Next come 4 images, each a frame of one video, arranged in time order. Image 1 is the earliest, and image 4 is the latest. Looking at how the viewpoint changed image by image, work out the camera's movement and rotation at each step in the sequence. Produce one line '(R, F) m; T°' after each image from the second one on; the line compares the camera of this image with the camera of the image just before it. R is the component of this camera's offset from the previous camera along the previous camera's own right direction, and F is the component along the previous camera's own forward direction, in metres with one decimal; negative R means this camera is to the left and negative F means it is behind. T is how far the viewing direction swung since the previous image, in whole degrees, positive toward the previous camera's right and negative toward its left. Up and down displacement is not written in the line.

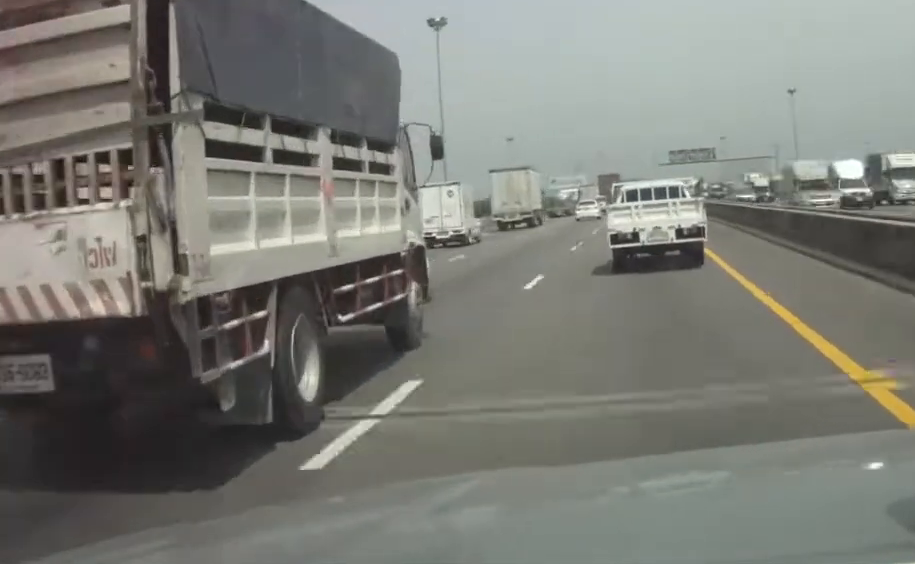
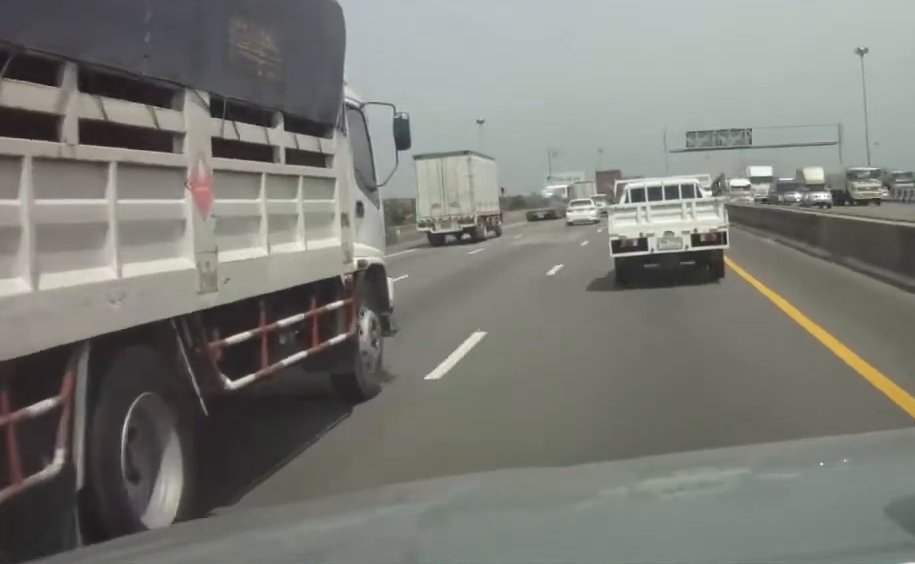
(-0.3, +68.1) m; 0°
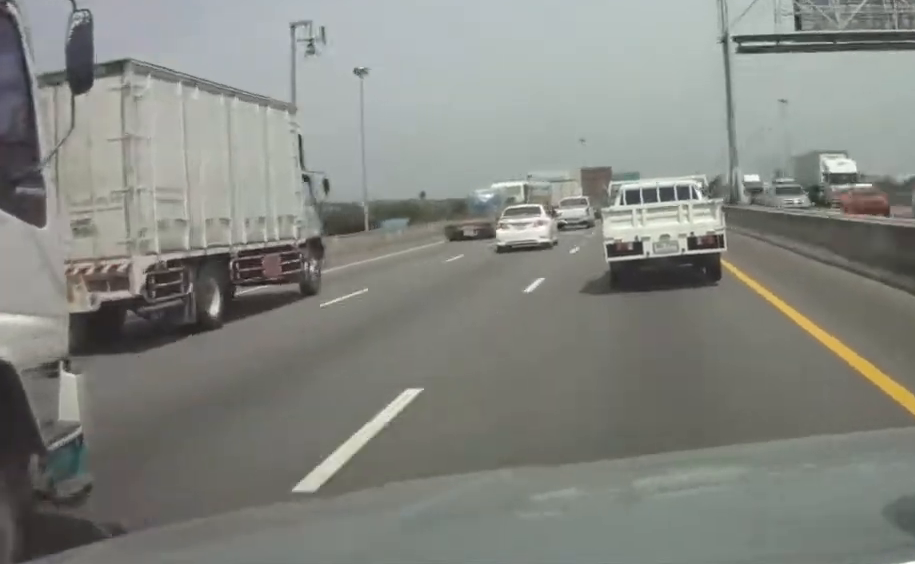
(+0.2, +111.3) m; -1°
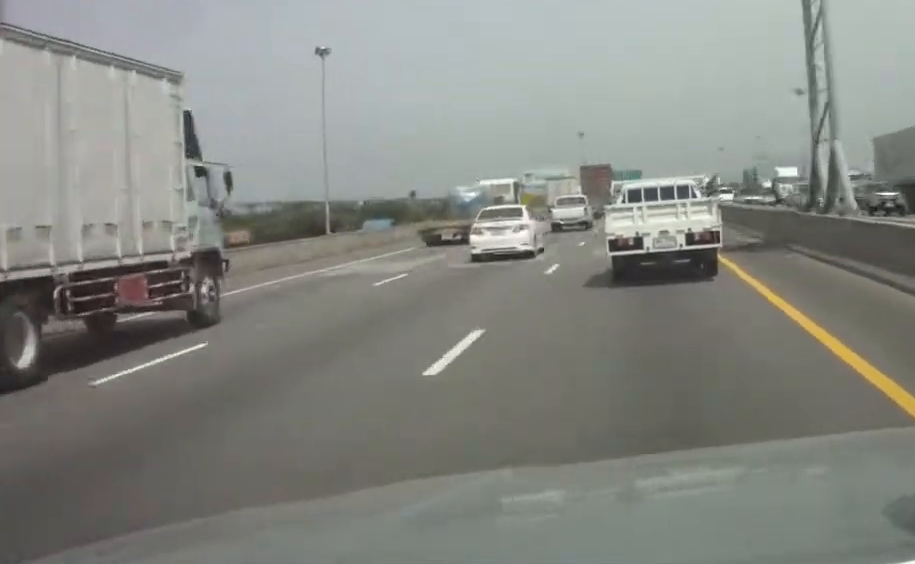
(-0.1, +19.5) m; 0°
